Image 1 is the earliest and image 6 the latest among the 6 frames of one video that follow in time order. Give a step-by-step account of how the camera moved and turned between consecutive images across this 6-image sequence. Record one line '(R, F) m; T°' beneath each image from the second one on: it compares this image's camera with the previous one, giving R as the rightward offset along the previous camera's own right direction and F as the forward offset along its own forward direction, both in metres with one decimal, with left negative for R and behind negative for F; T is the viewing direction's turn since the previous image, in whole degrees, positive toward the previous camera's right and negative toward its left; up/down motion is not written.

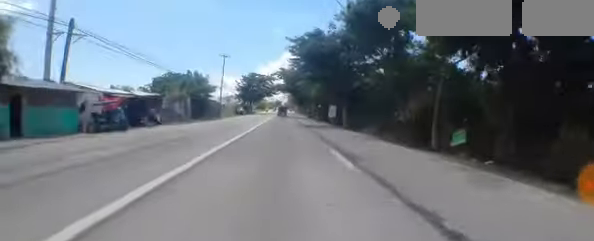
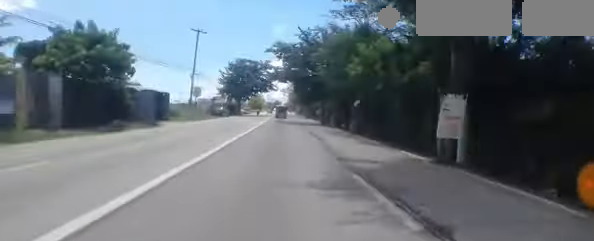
(-0.2, +20.0) m; +1°
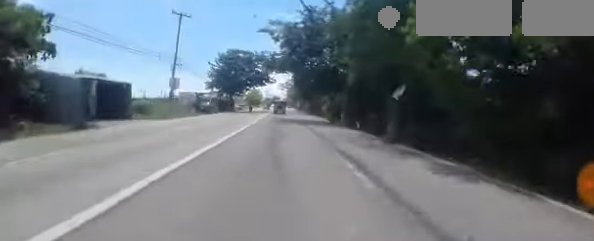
(+0.1, +7.2) m; +1°
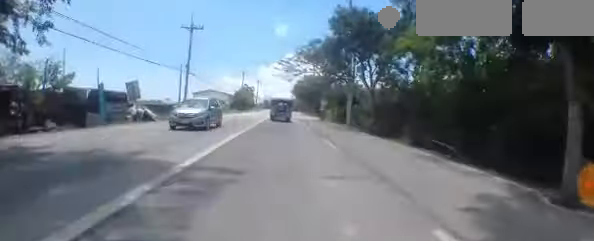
(-1.5, +45.9) m; -4°
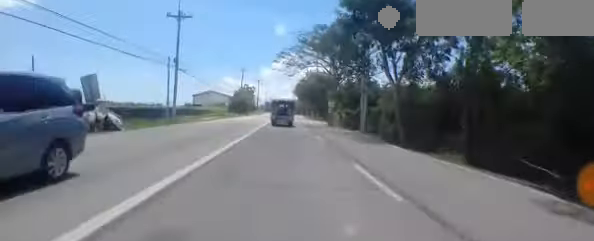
(0.0, +4.6) m; +2°
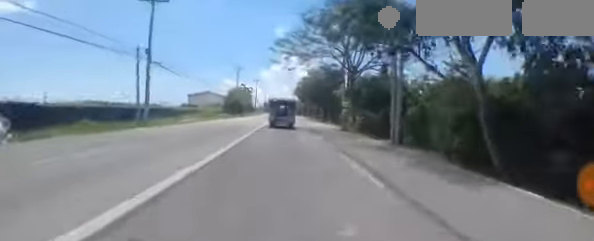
(+0.1, +7.0) m; +2°
